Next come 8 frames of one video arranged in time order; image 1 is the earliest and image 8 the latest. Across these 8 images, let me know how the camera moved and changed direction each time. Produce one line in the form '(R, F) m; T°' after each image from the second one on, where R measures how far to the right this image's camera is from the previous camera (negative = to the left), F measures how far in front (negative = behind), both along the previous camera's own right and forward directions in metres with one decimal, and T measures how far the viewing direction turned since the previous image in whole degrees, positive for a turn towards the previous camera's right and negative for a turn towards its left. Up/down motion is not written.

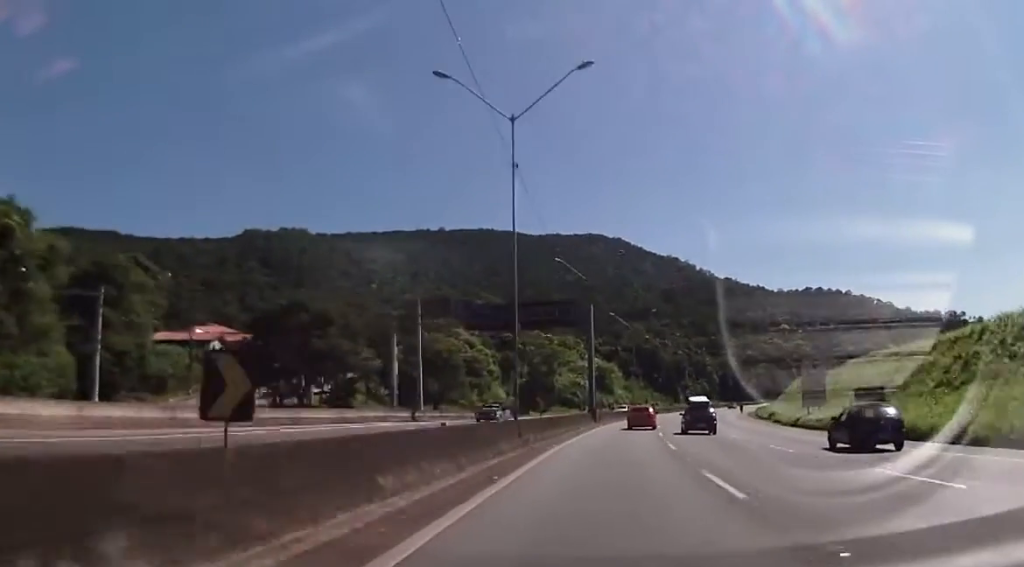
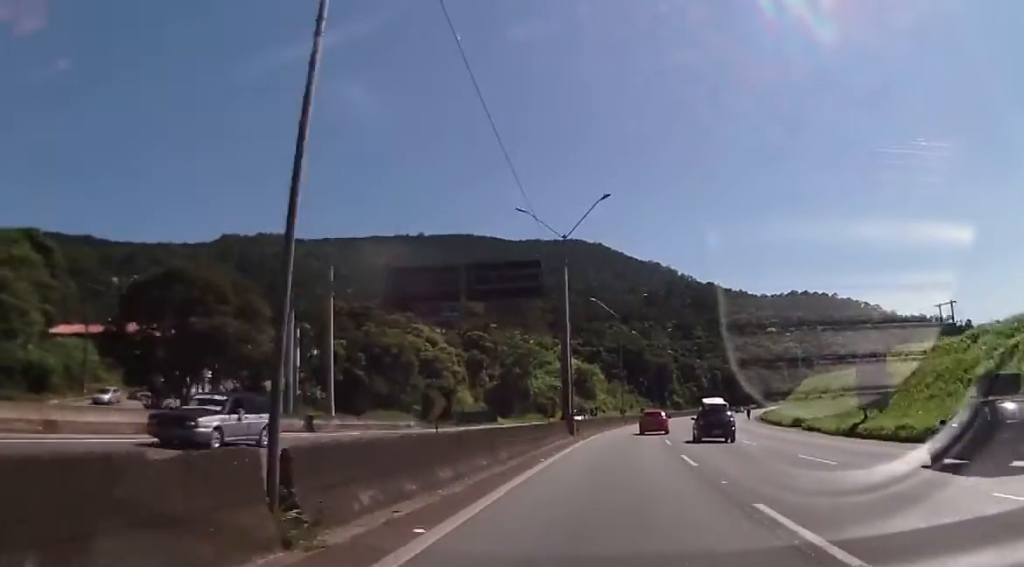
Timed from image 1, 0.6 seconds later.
(0.0, +17.2) m; +1°
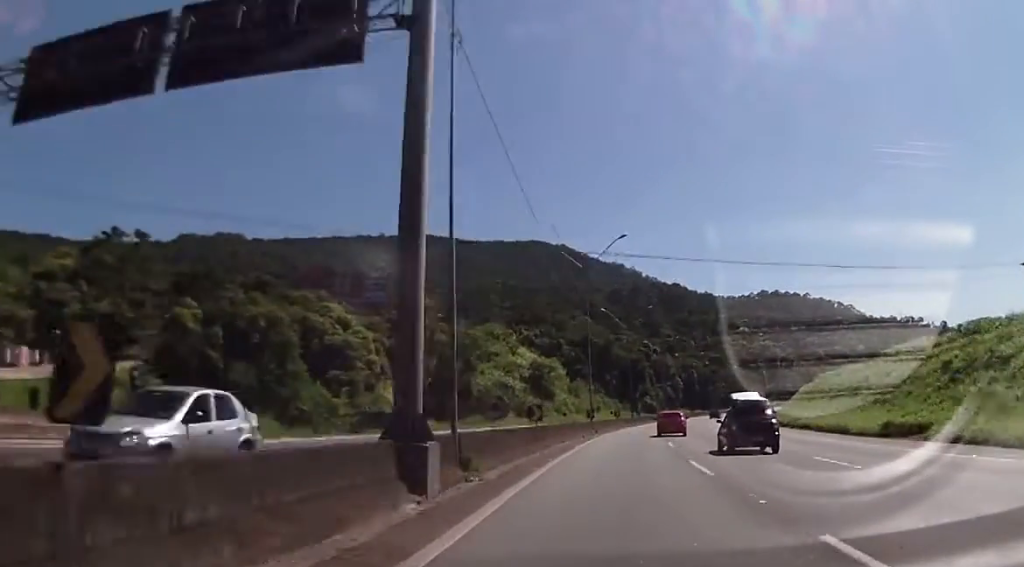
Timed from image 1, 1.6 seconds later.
(+0.9, +27.1) m; +2°
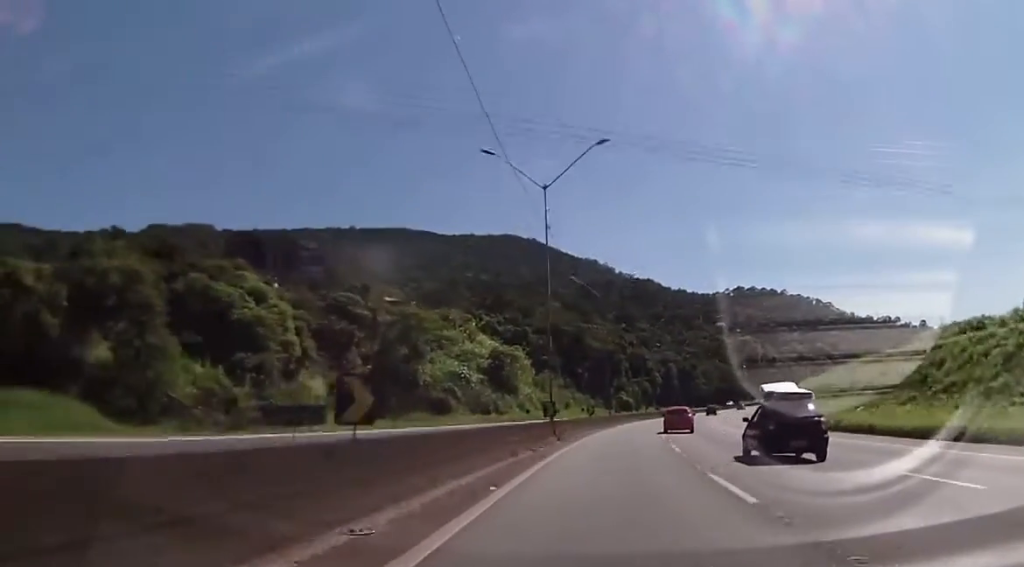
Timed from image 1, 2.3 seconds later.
(-0.1, +17.4) m; +1°
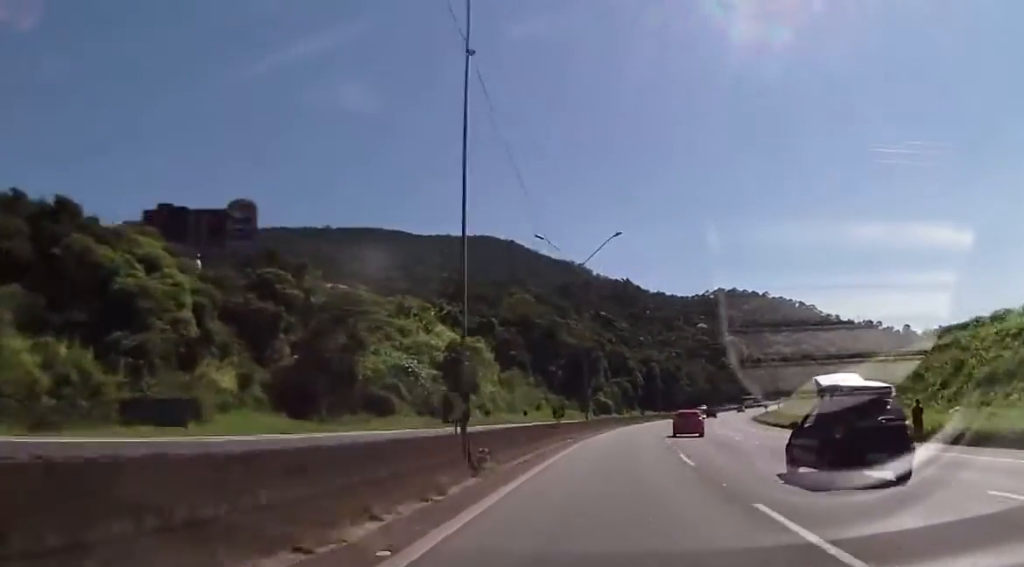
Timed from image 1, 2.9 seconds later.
(+0.3, +16.6) m; +2°
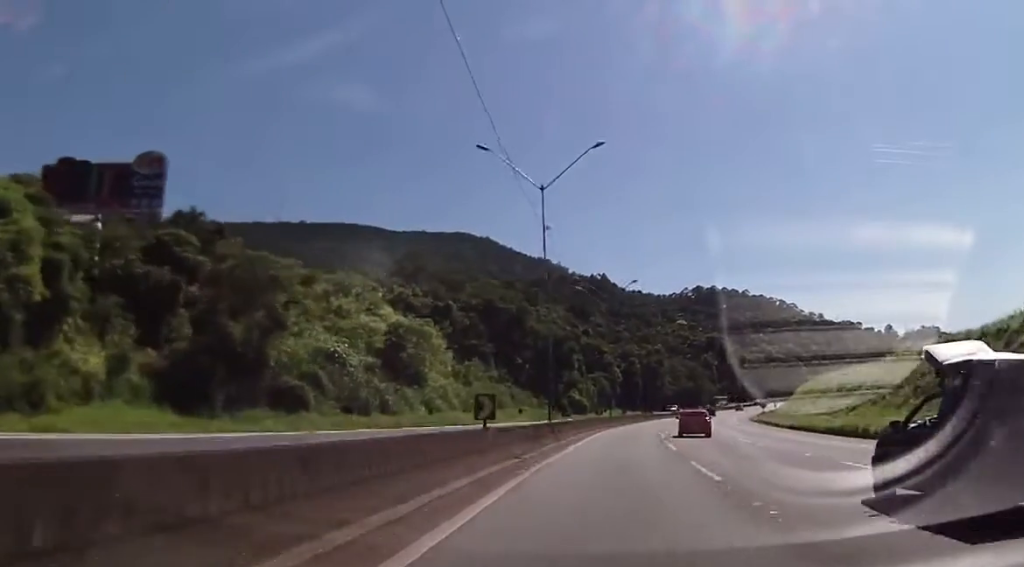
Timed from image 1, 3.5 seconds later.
(+0.2, +16.7) m; +2°
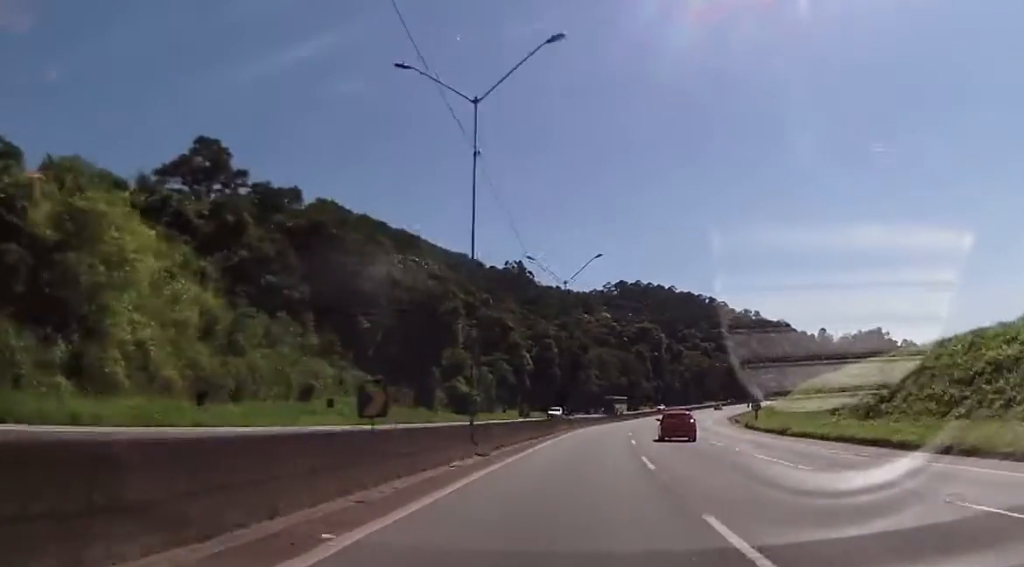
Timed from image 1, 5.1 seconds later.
(+2.0, +45.6) m; +5°
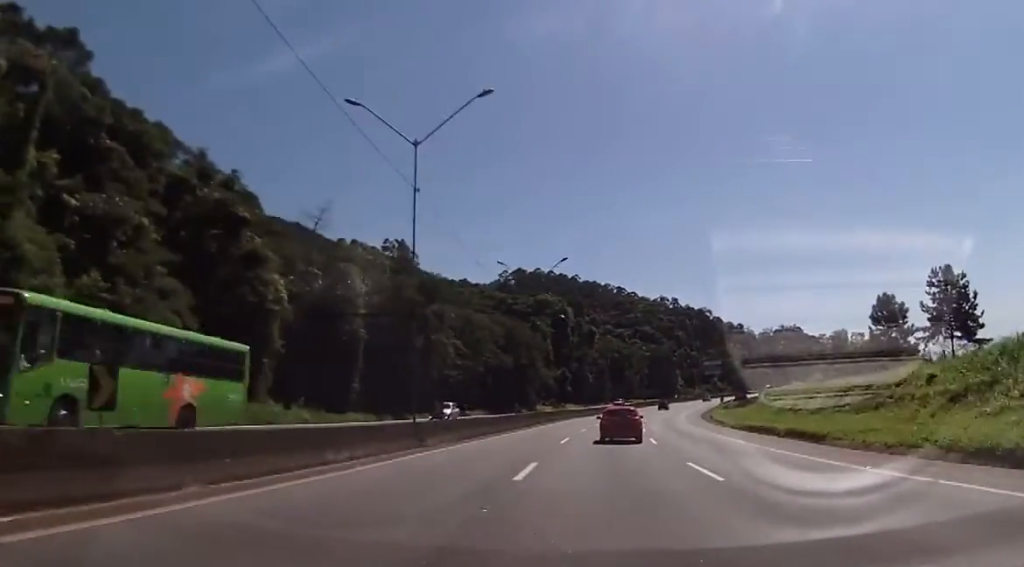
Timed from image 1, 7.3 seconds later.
(+5.6, +64.4) m; +9°
